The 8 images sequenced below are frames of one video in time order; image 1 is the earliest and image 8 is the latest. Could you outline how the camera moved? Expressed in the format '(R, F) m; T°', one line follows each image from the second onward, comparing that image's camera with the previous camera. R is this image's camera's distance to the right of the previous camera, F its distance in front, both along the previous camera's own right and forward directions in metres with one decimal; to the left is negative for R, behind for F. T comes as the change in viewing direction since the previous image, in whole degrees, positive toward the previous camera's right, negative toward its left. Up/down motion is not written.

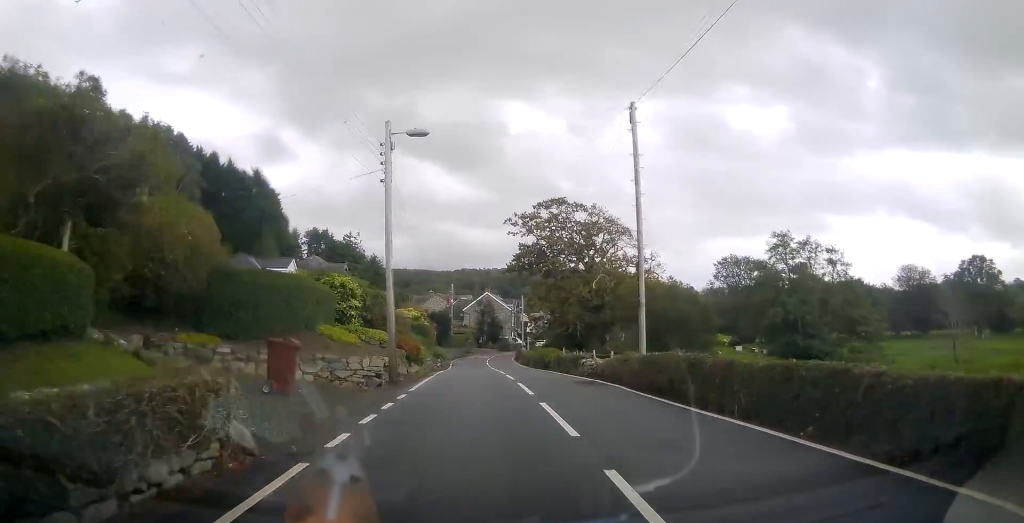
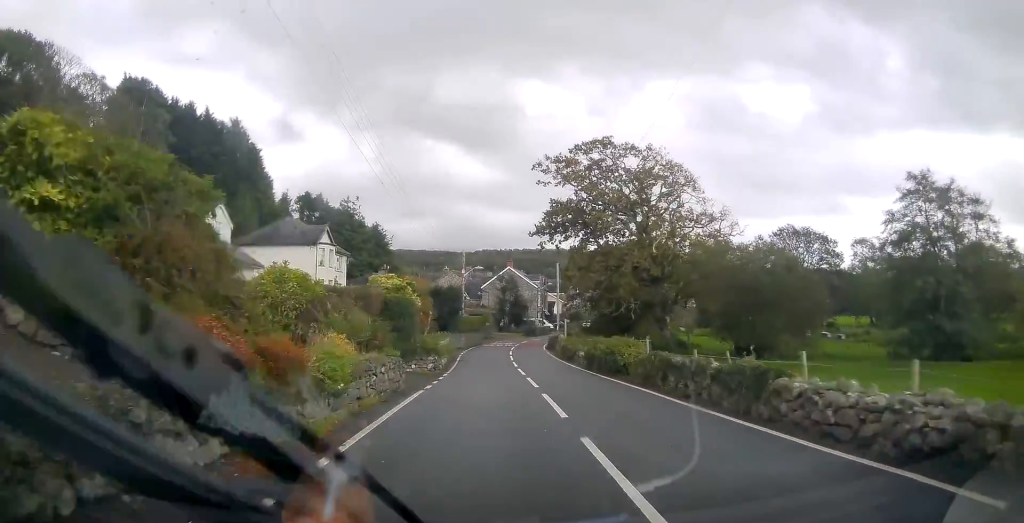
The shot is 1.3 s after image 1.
(-0.3, +15.9) m; -2°
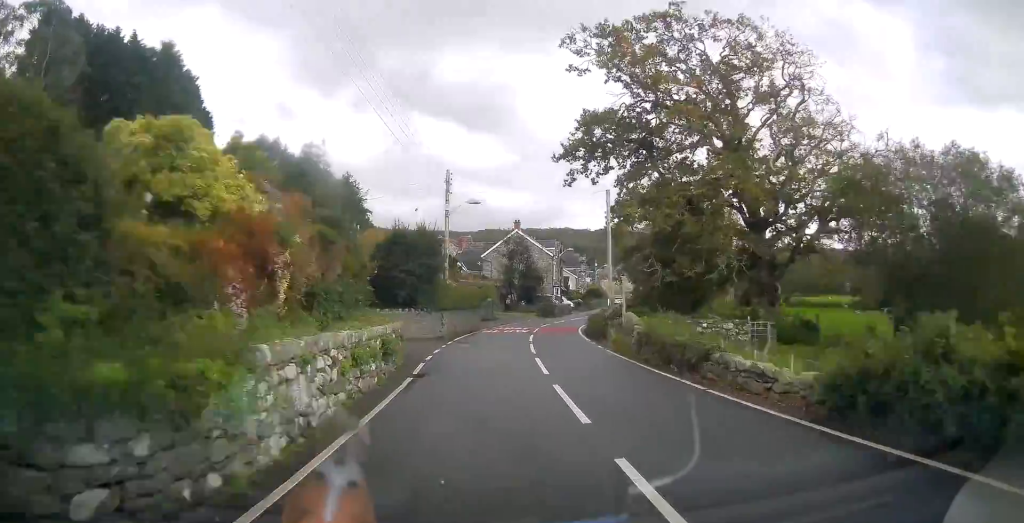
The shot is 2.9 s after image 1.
(-0.3, +19.6) m; -1°
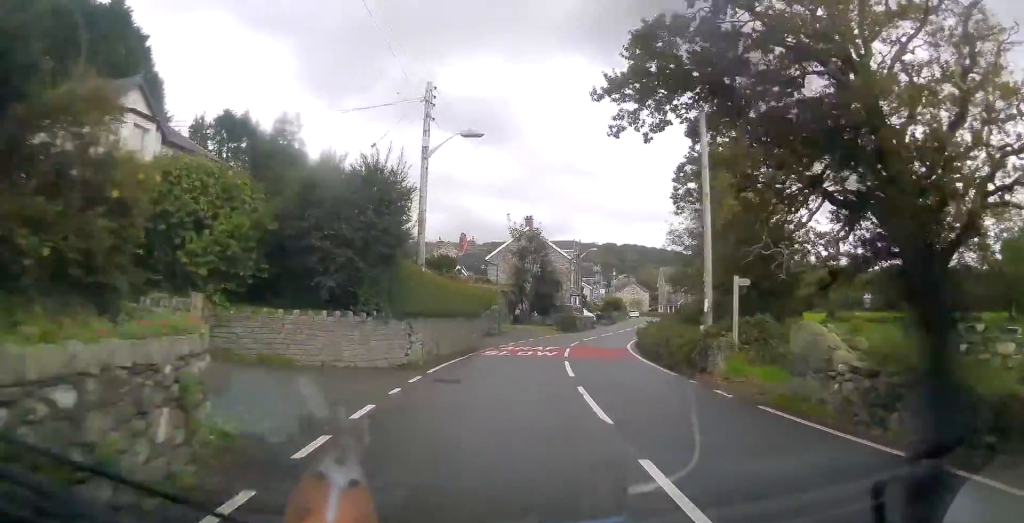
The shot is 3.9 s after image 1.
(0.0, +12.1) m; 0°
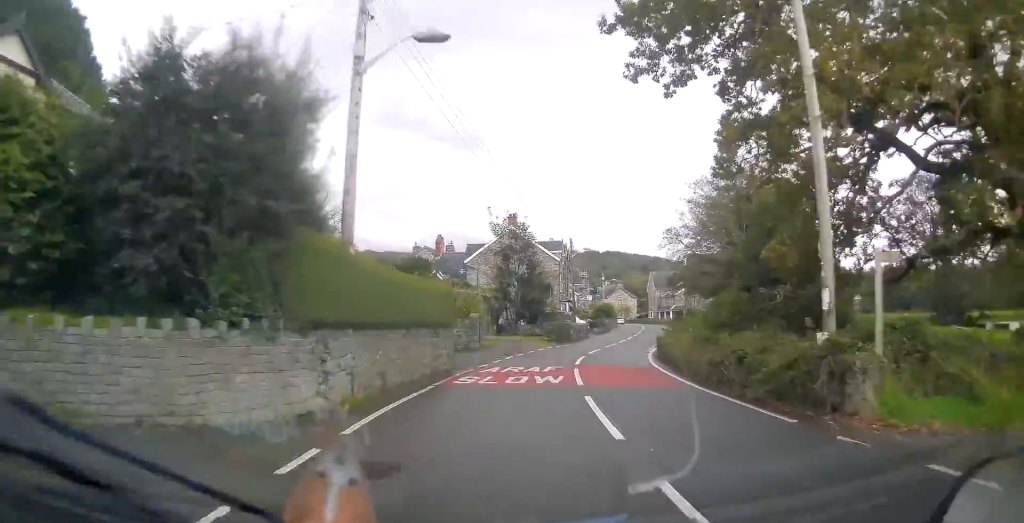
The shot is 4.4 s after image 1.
(+0.1, +6.8) m; +1°
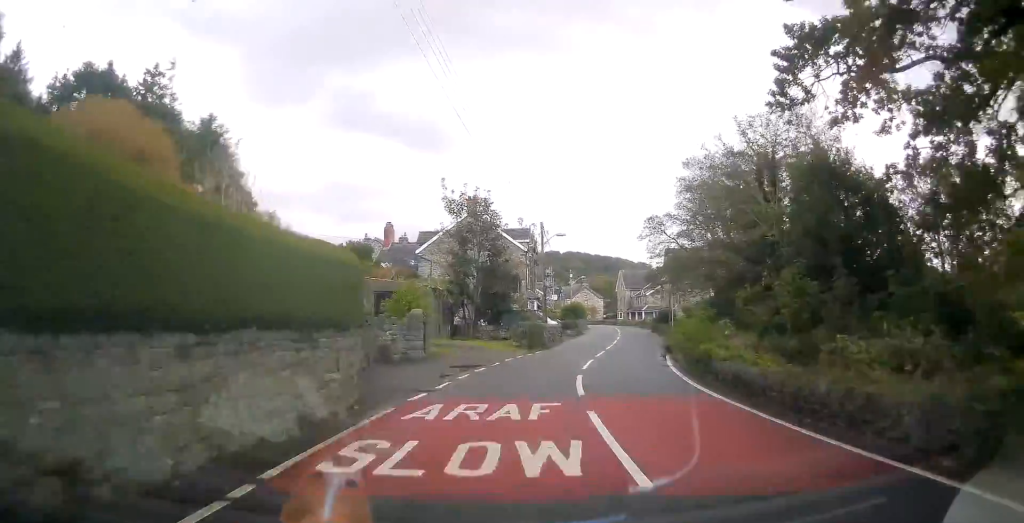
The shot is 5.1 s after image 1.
(+0.1, +8.4) m; +2°
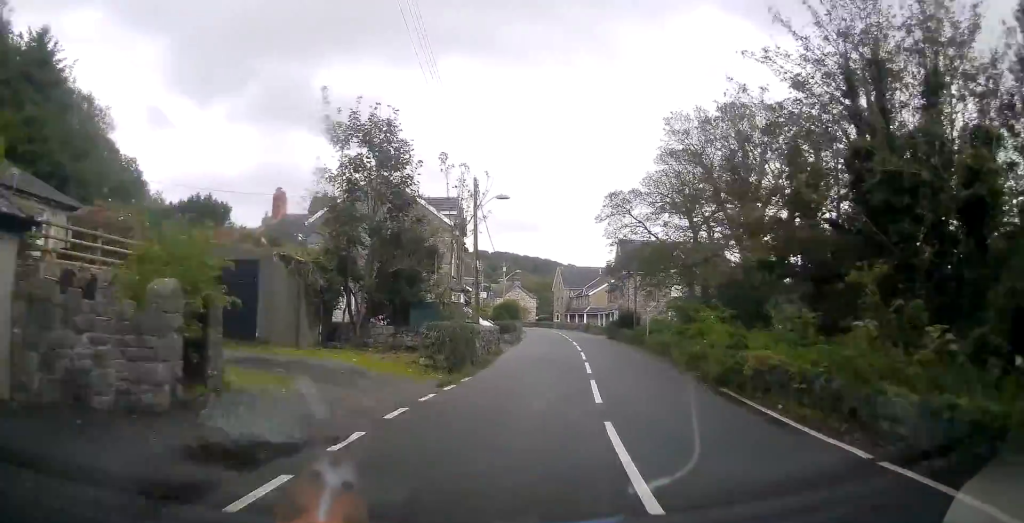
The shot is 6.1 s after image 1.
(+0.4, +12.8) m; +5°
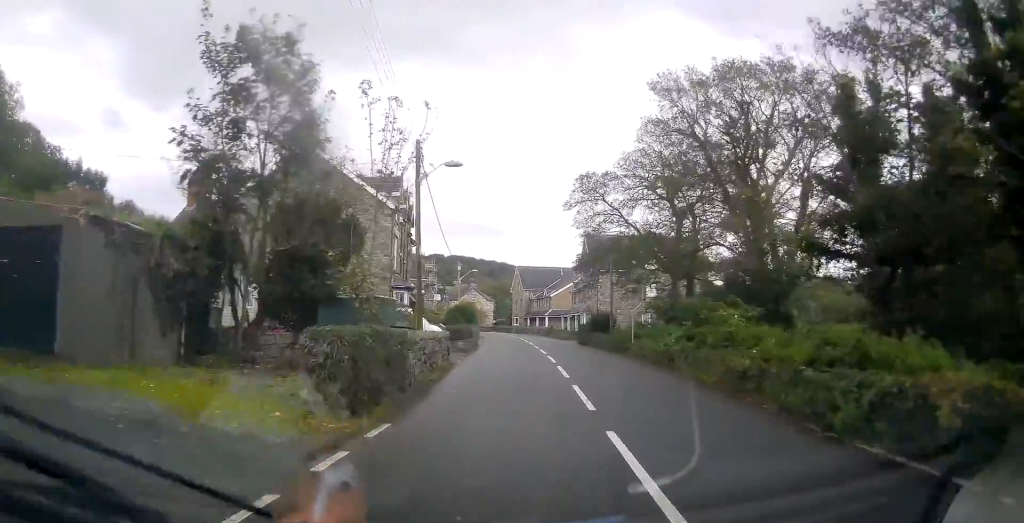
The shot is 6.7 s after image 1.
(+0.1, +6.6) m; +3°
